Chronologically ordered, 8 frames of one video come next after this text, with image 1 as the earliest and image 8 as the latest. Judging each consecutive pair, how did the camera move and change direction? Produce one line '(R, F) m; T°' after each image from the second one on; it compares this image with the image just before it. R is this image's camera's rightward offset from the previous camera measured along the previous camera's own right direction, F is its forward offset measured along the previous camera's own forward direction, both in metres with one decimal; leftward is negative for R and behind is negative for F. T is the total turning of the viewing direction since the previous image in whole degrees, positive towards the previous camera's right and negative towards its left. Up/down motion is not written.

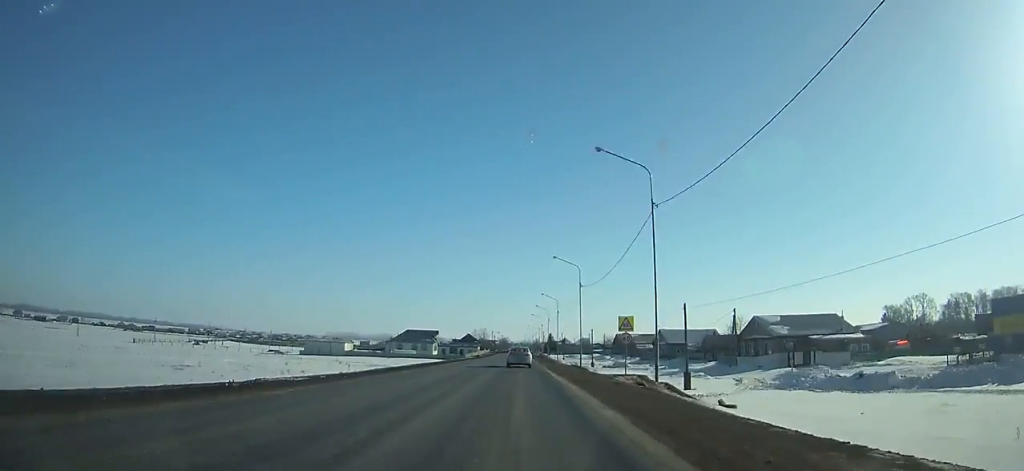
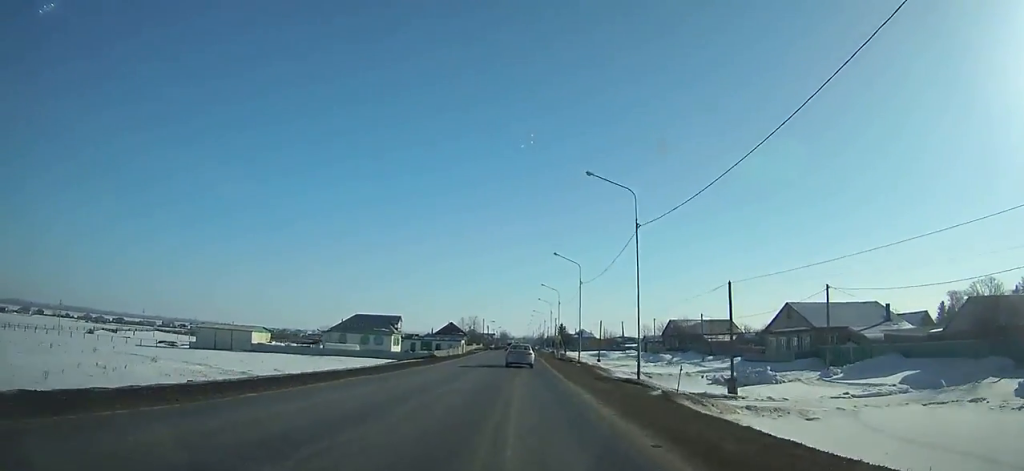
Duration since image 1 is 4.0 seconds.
(+0.1, +61.7) m; 0°
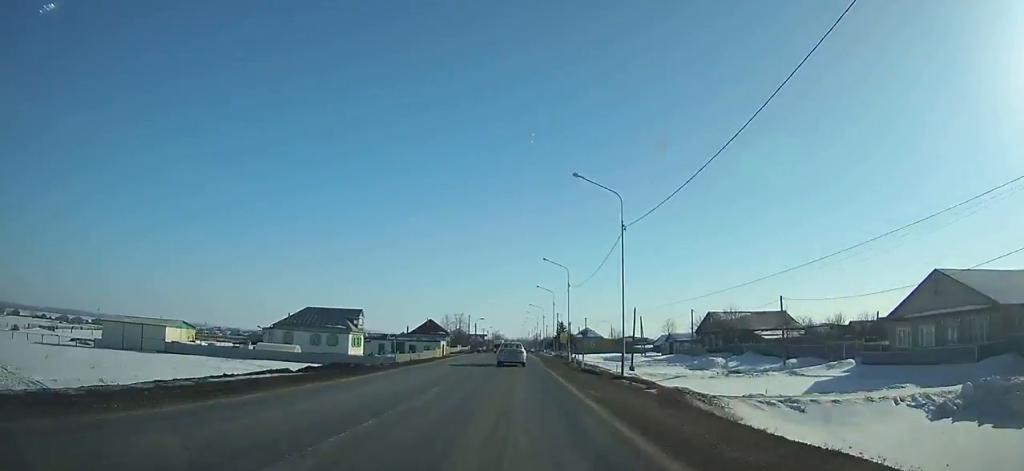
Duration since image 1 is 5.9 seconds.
(0.0, +27.5) m; 0°
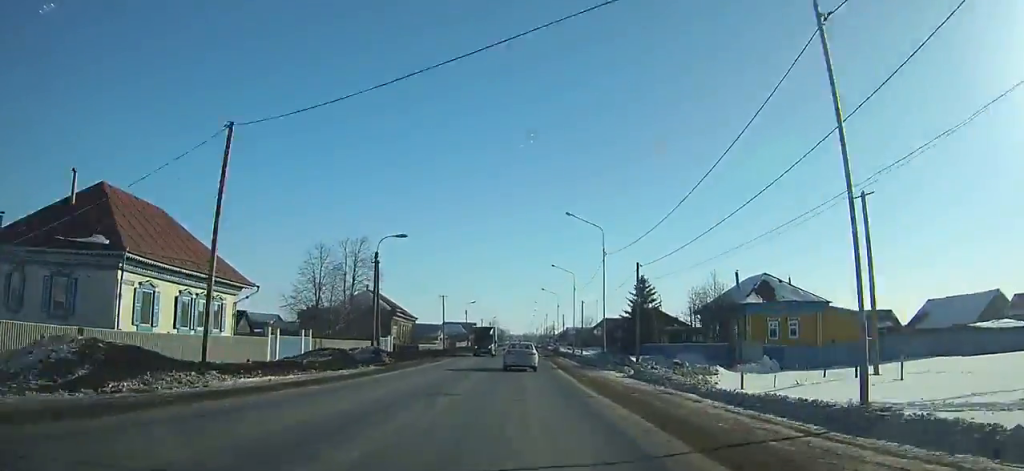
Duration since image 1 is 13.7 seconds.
(0.0, +108.4) m; 0°
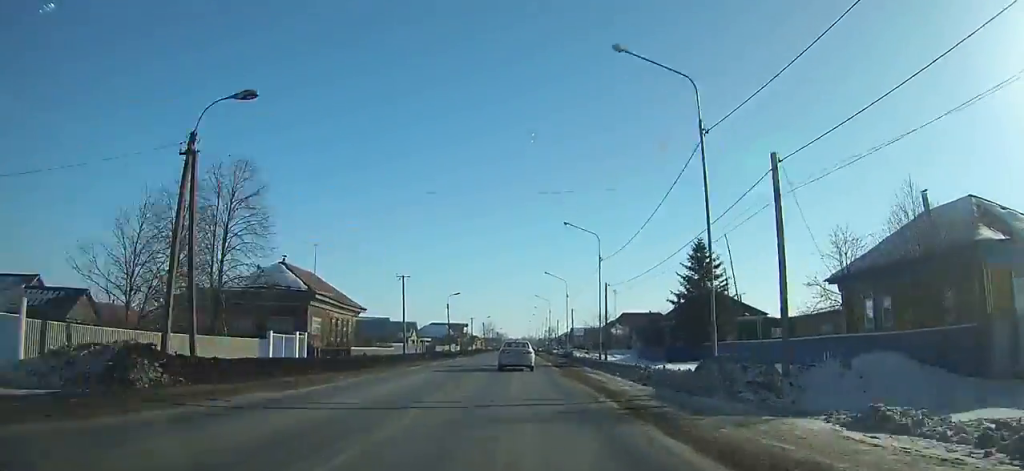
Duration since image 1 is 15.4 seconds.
(0.0, +23.0) m; 0°
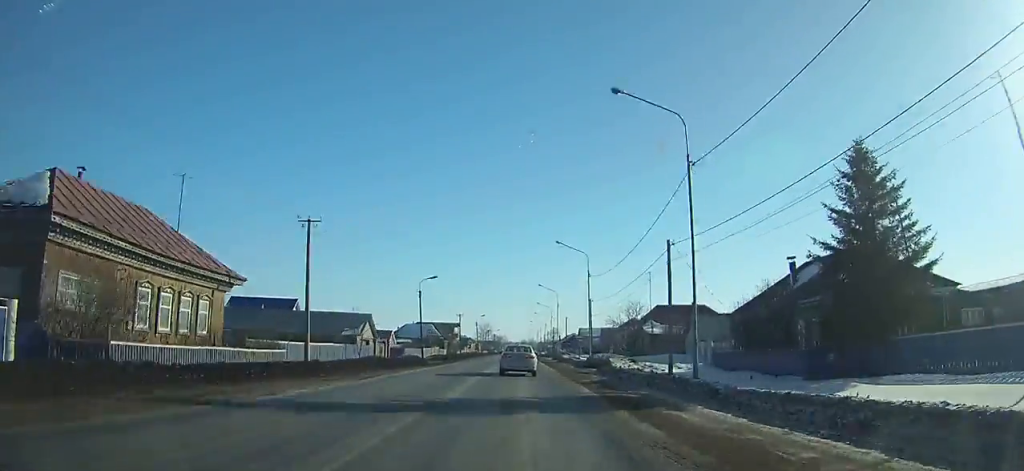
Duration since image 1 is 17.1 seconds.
(+0.1, +22.3) m; 0°
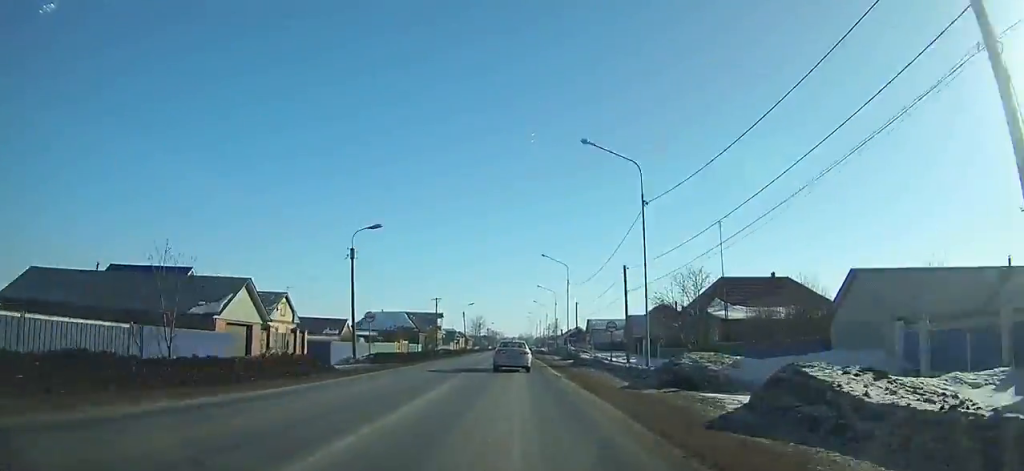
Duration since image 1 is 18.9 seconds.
(0.0, +23.4) m; 0°
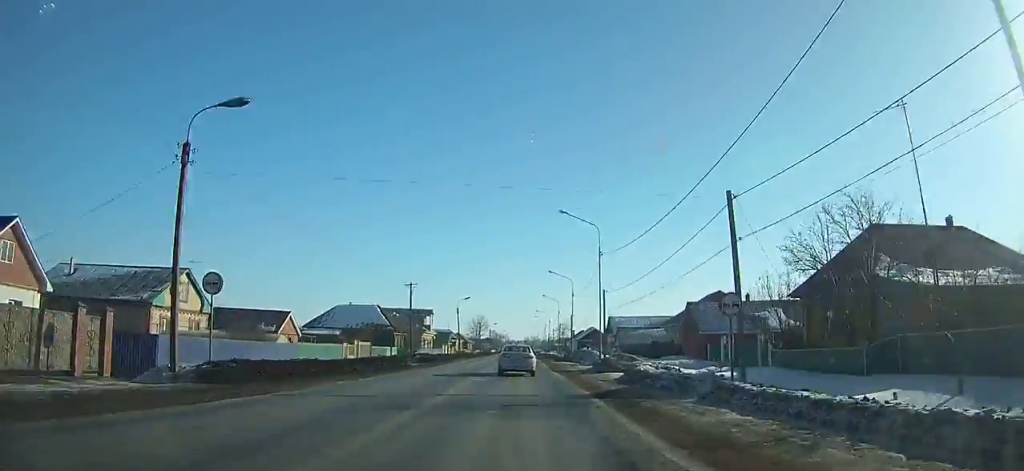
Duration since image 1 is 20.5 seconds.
(-0.2, +20.3) m; 0°
